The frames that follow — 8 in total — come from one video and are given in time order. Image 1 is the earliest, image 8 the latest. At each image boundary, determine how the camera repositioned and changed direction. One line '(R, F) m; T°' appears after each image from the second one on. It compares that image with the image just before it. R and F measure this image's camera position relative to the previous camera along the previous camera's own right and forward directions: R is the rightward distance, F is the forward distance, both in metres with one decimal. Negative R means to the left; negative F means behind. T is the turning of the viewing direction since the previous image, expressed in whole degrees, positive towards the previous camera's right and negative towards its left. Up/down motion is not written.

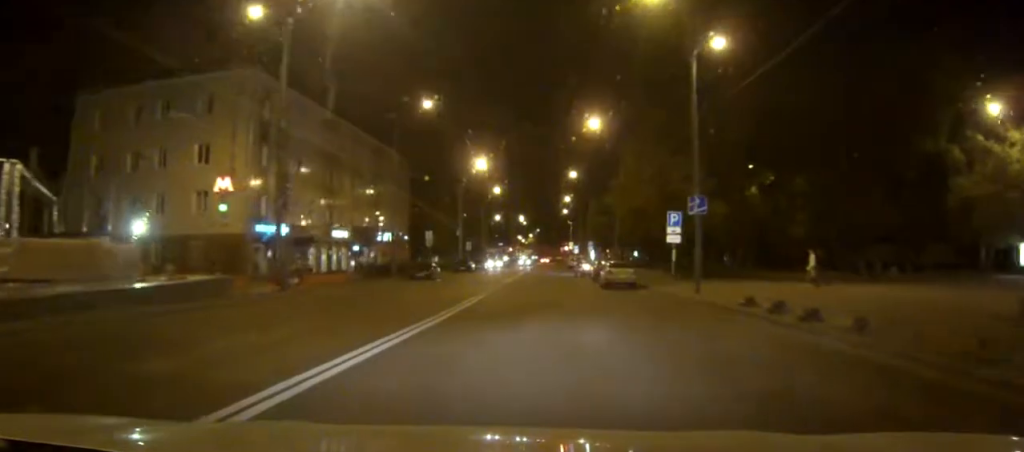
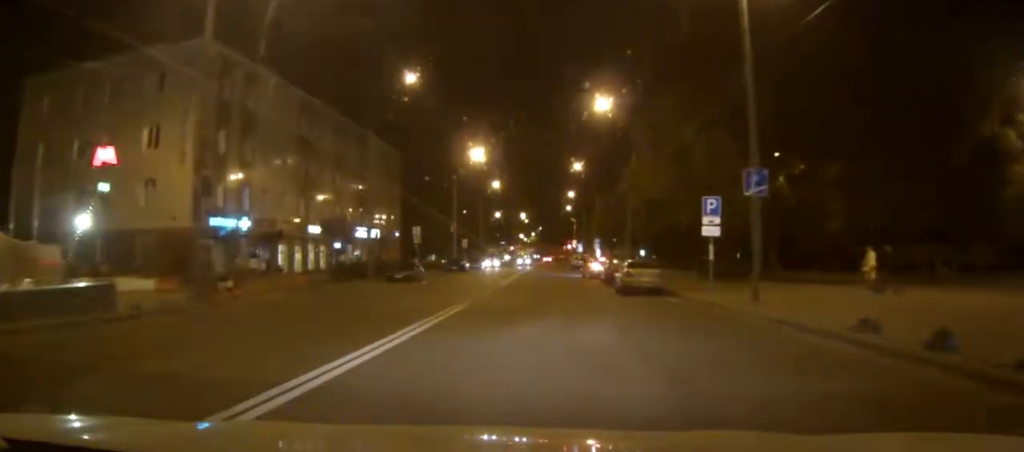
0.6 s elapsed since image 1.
(0.0, +7.9) m; 0°
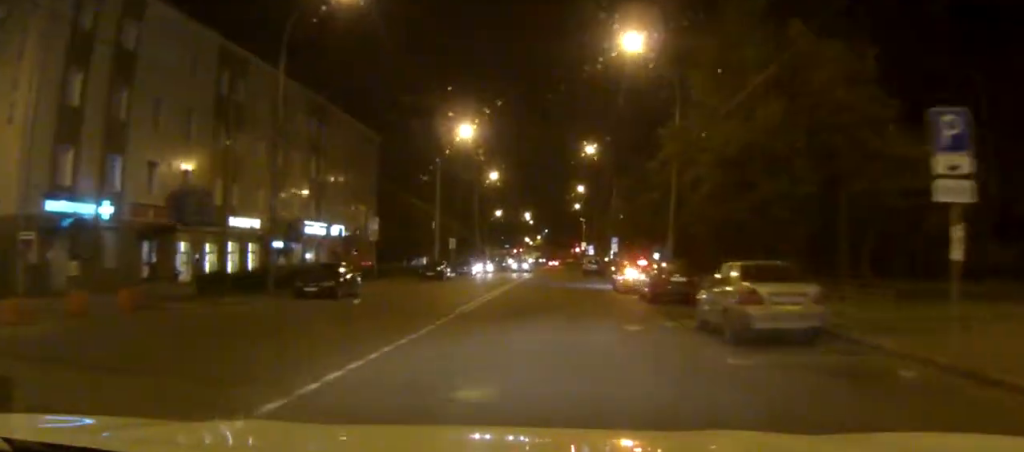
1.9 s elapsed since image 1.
(0.0, +17.6) m; -1°
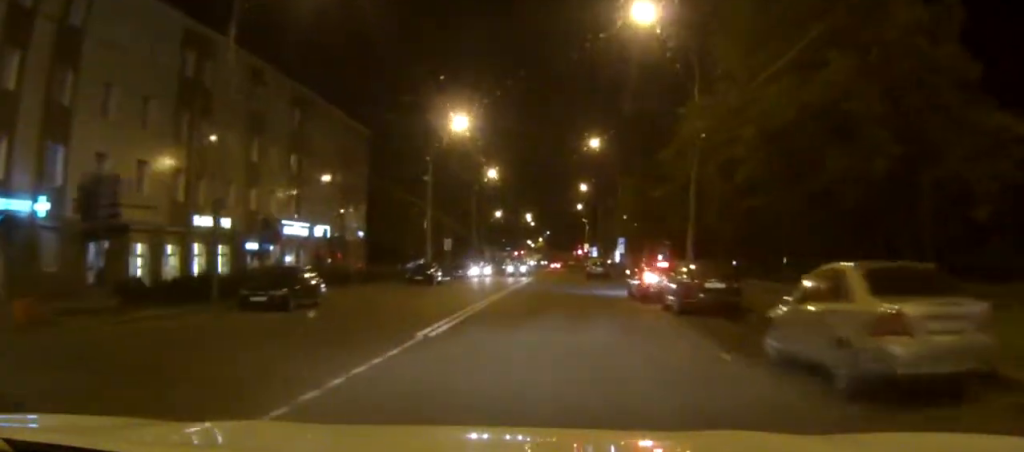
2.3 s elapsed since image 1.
(0.0, +5.3) m; 0°
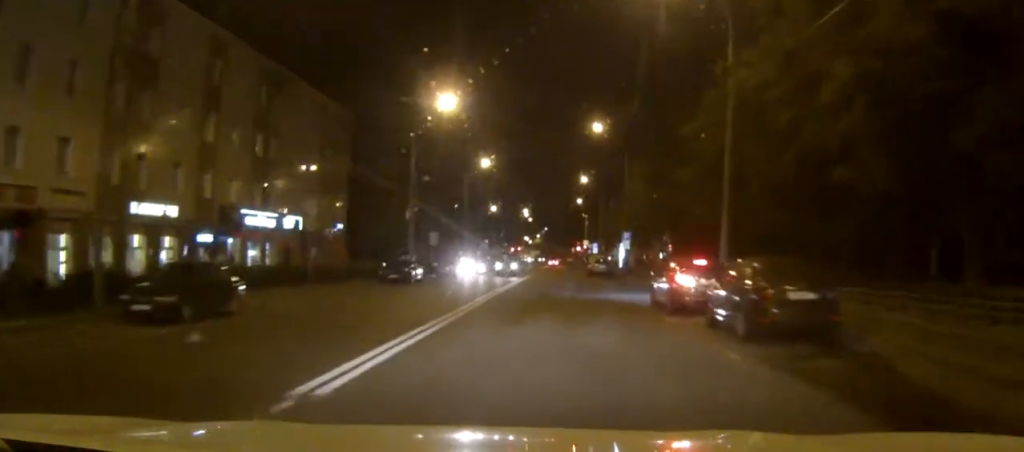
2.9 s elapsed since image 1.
(0.0, +7.1) m; 0°
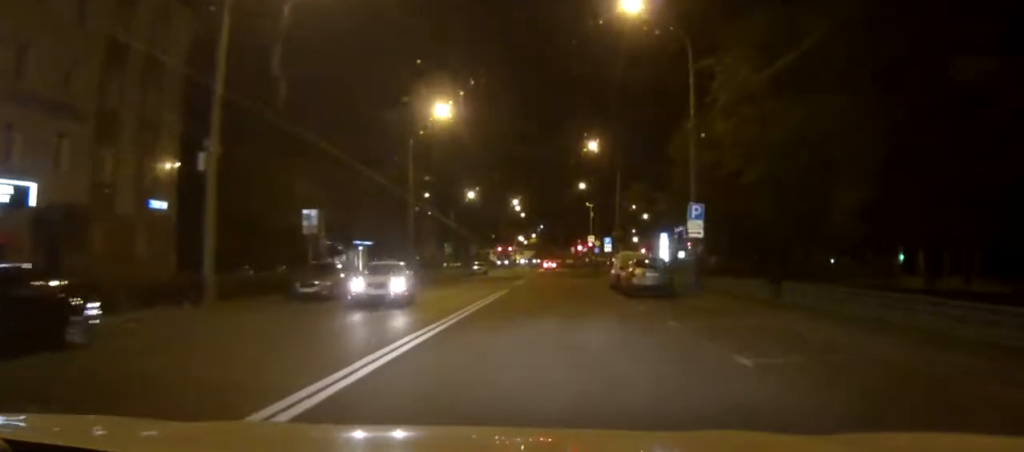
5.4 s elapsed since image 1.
(-0.2, +33.6) m; -1°
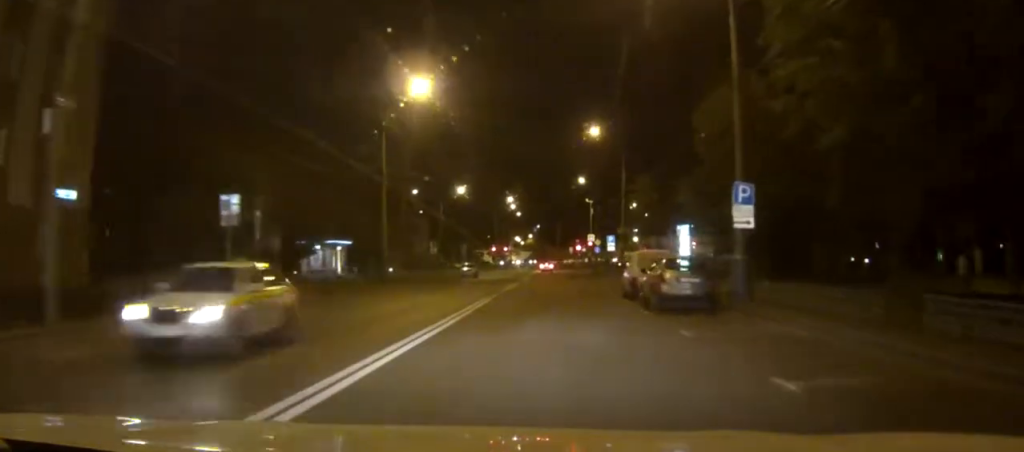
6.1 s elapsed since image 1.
(0.0, +8.5) m; 0°
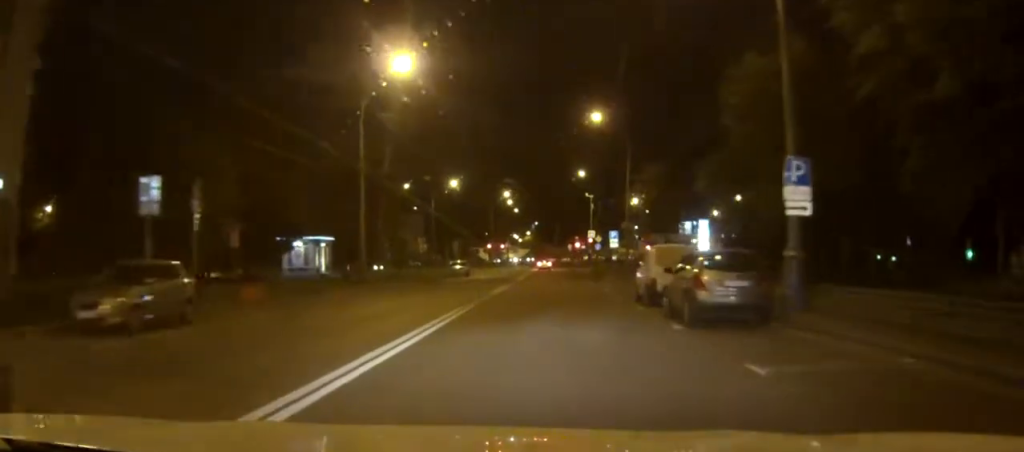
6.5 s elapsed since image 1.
(-0.1, +5.5) m; 0°
